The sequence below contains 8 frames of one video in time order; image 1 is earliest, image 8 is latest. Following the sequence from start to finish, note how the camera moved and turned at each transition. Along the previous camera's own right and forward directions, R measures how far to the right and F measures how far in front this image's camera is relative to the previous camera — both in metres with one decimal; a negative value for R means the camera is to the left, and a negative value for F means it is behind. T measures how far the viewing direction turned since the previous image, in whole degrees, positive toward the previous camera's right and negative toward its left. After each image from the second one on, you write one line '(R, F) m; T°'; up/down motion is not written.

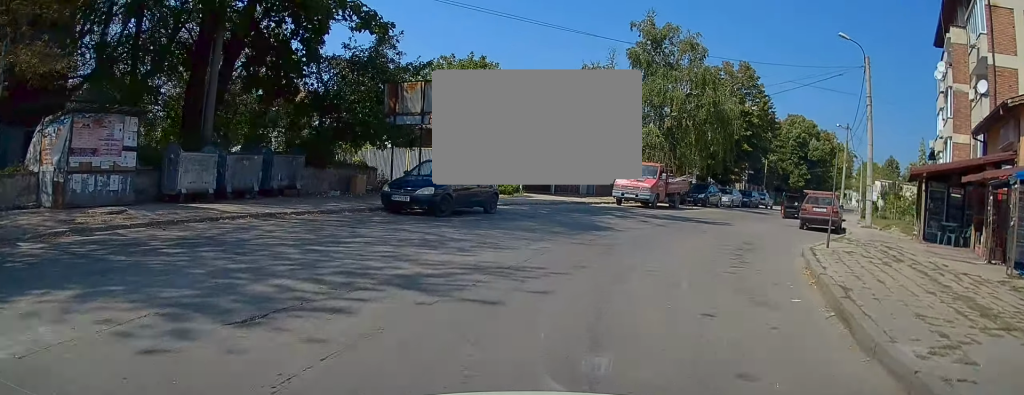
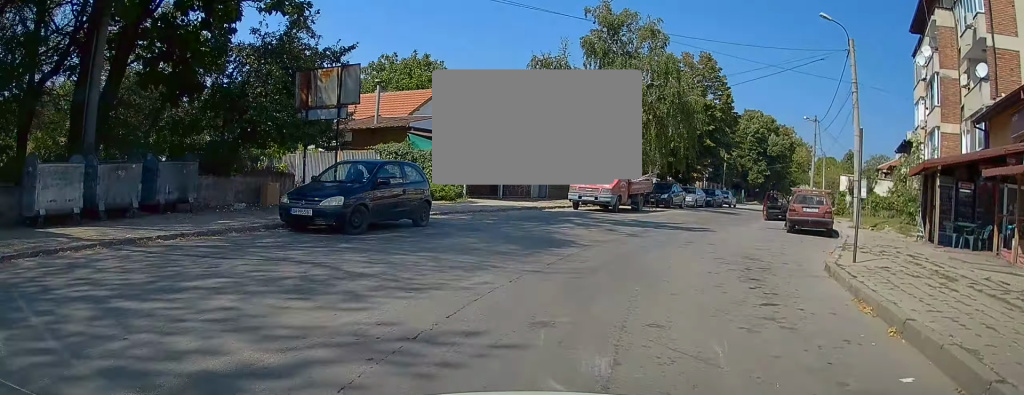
(-0.1, +3.6) m; +4°
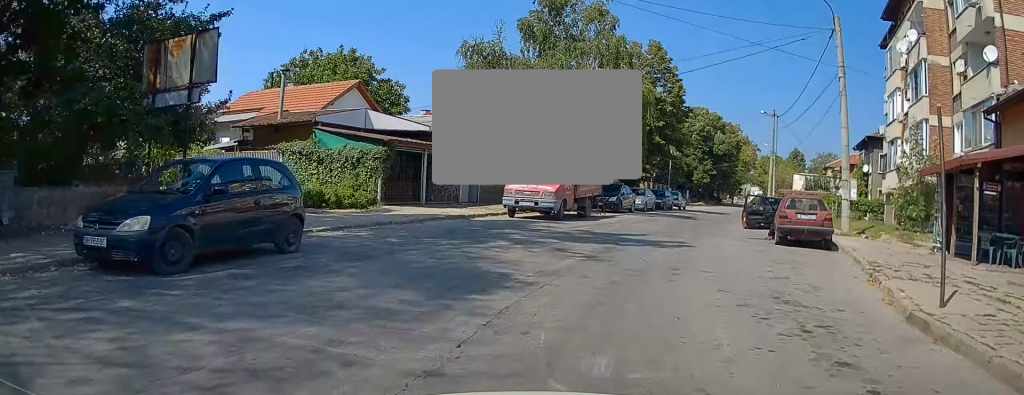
(+0.4, +4.7) m; +6°
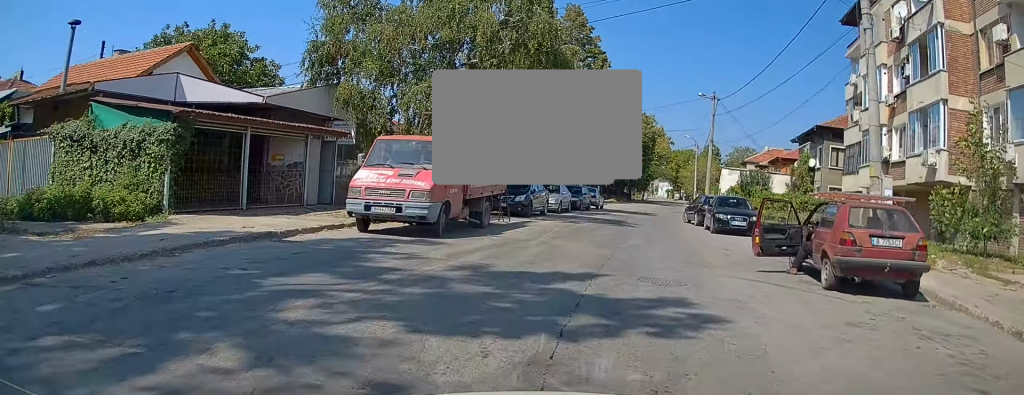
(+0.9, +8.7) m; +11°
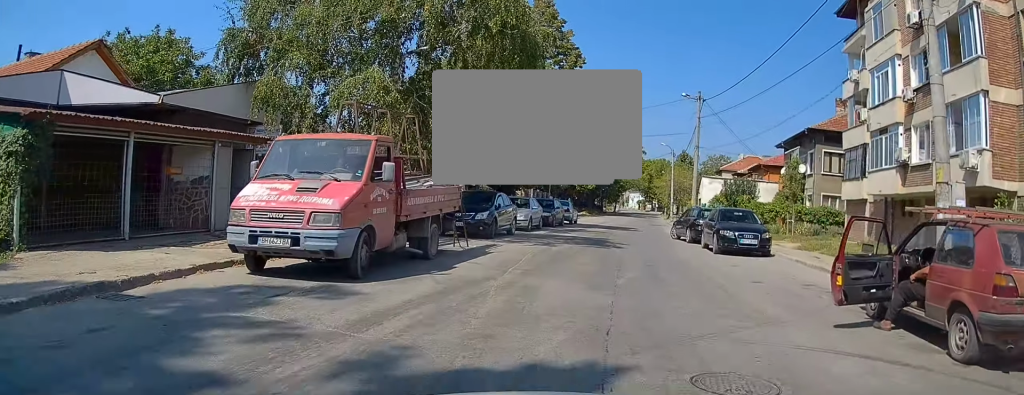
(+0.1, +4.4) m; +5°
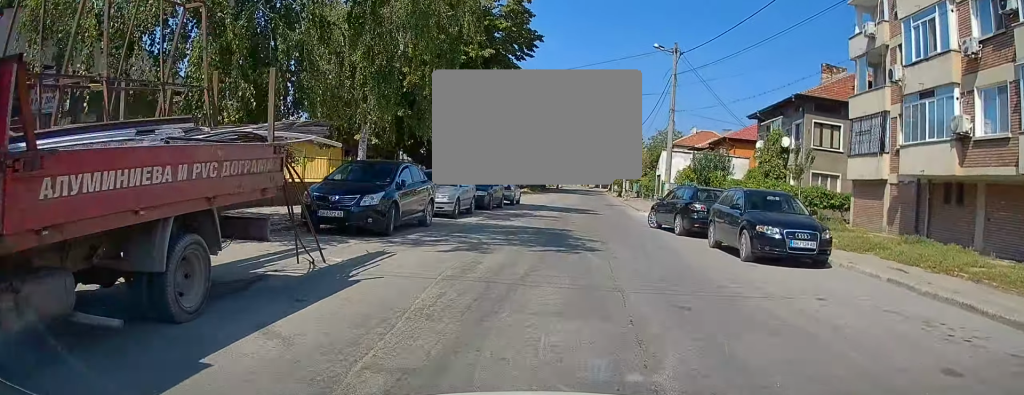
(+0.6, +7.6) m; +5°
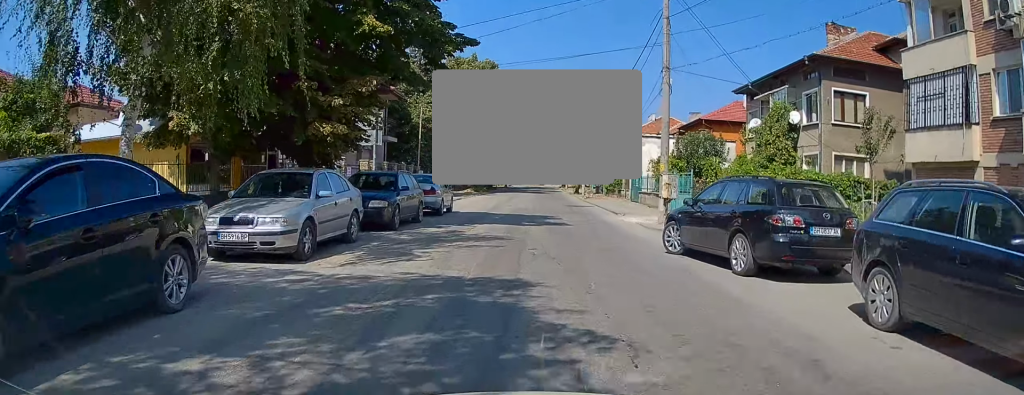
(+0.3, +9.4) m; +4°
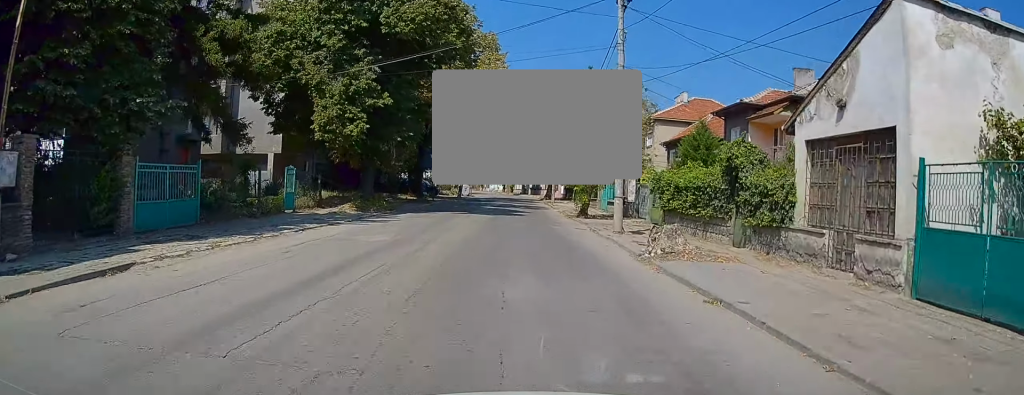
(+1.9, +34.8) m; +1°
